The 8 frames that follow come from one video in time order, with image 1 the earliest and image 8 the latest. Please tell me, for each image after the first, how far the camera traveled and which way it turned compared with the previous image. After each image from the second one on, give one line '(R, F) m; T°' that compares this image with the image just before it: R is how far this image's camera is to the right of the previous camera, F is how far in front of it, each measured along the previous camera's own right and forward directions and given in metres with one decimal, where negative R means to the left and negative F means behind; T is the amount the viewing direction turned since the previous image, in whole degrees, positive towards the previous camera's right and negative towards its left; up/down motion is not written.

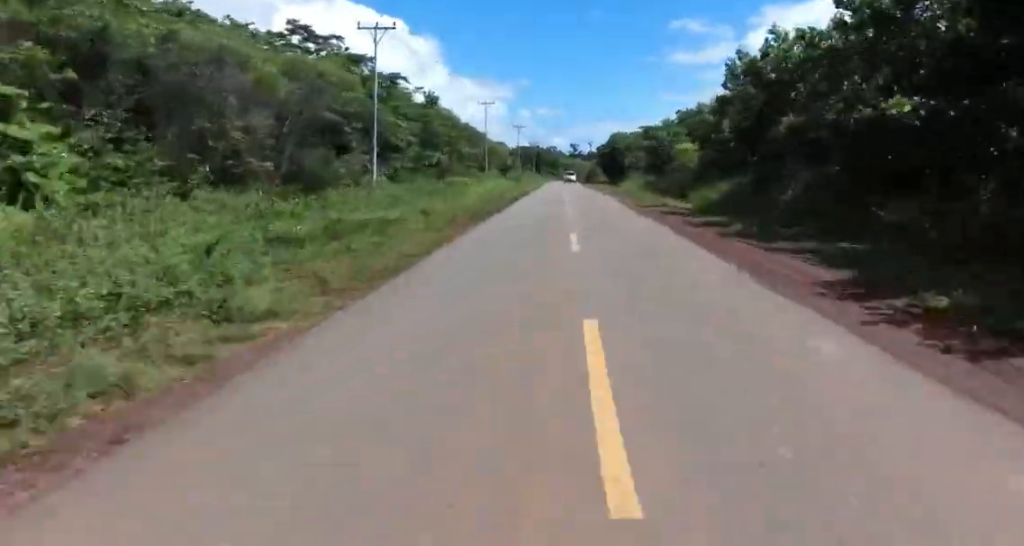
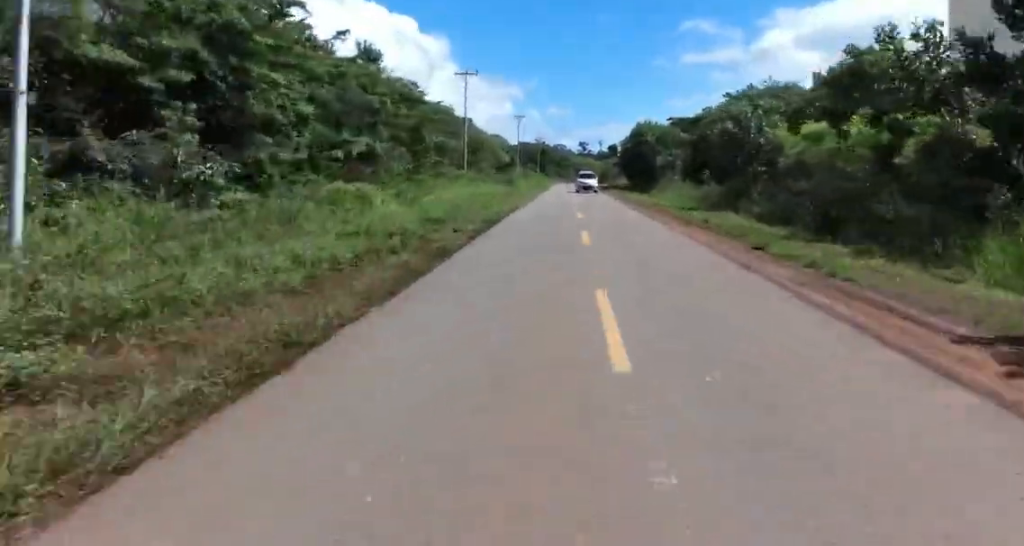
(-0.5, +23.2) m; -1°
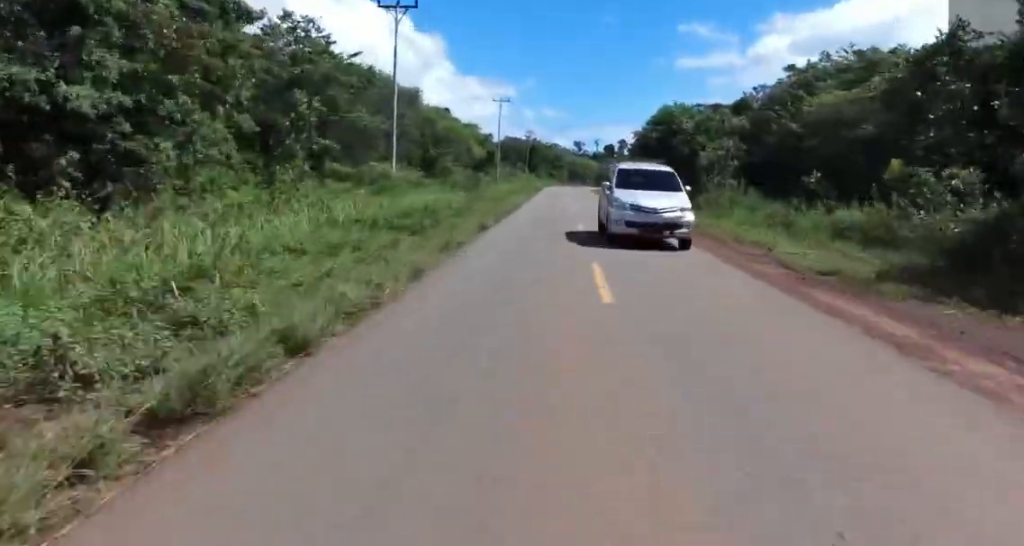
(0.0, +22.2) m; 0°
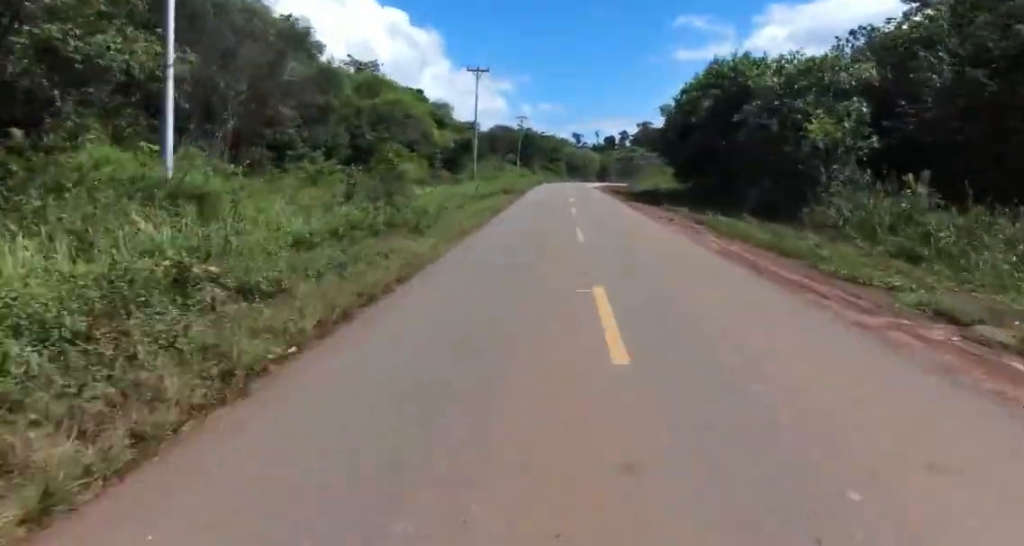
(+0.1, +18.7) m; 0°
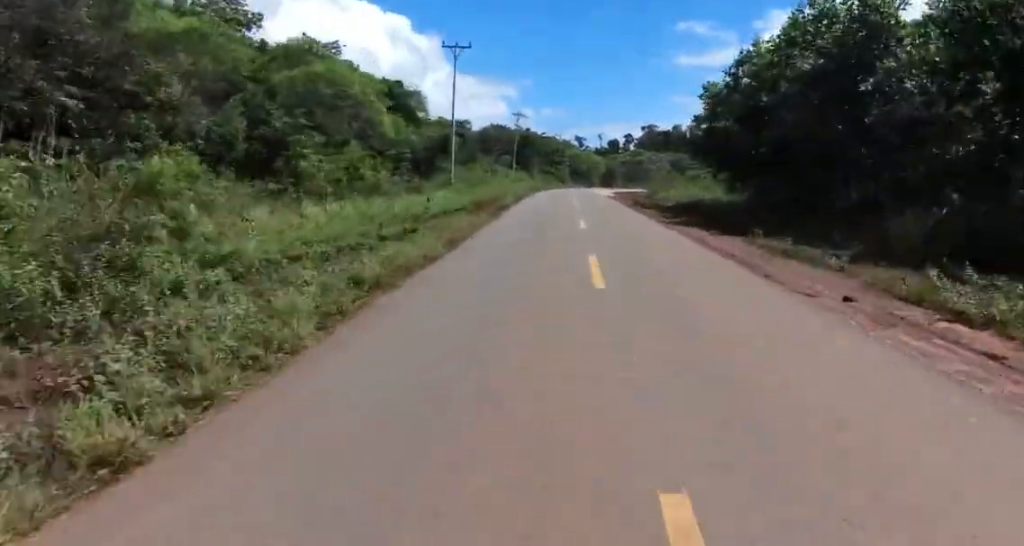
(-0.3, +13.2) m; -1°
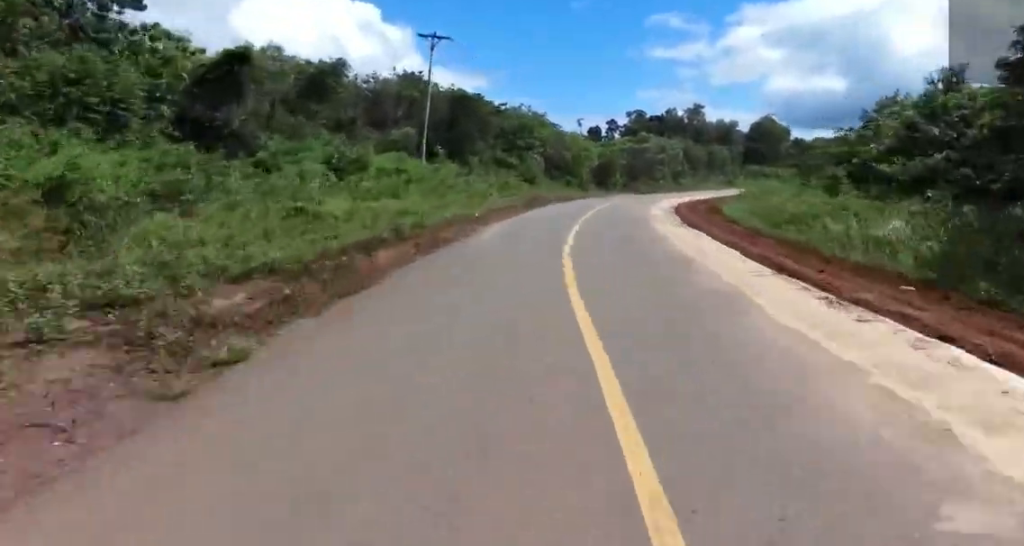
(+3.9, +47.7) m; +7°
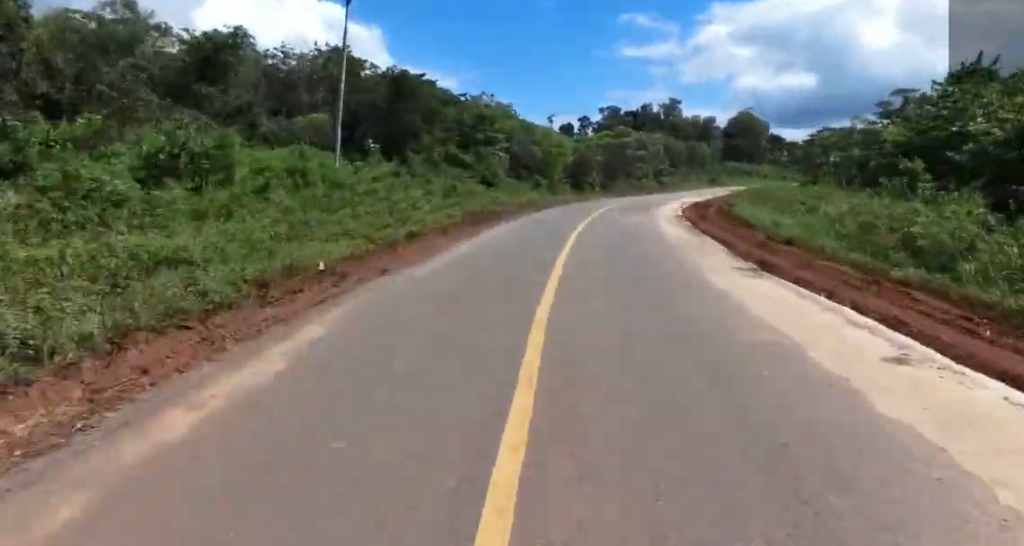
(-1.5, +11.1) m; +4°
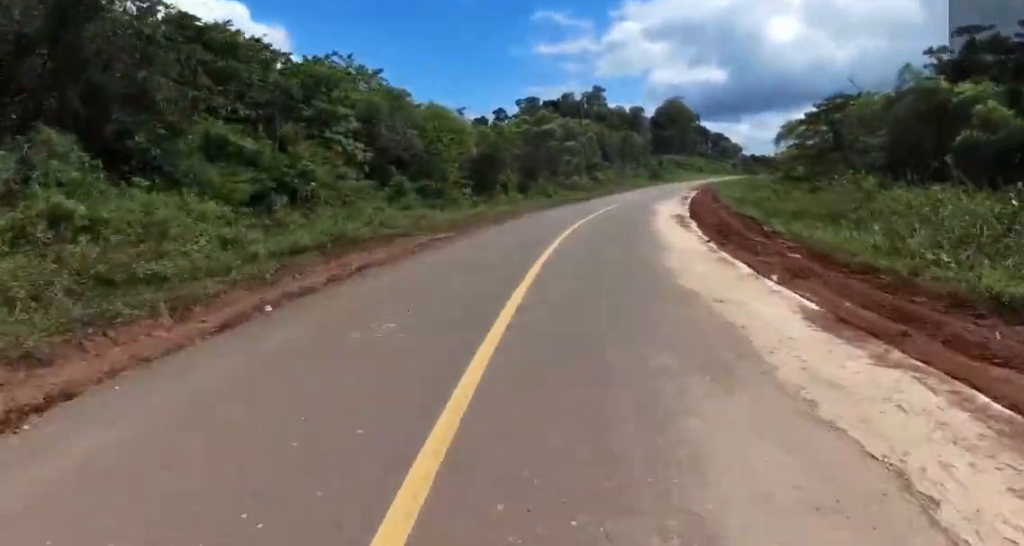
(+3.9, +21.6) m; +7°
